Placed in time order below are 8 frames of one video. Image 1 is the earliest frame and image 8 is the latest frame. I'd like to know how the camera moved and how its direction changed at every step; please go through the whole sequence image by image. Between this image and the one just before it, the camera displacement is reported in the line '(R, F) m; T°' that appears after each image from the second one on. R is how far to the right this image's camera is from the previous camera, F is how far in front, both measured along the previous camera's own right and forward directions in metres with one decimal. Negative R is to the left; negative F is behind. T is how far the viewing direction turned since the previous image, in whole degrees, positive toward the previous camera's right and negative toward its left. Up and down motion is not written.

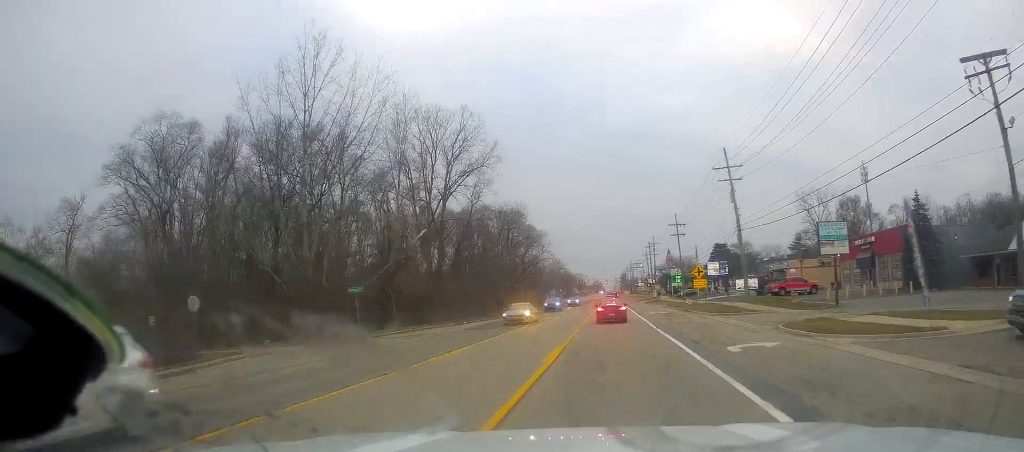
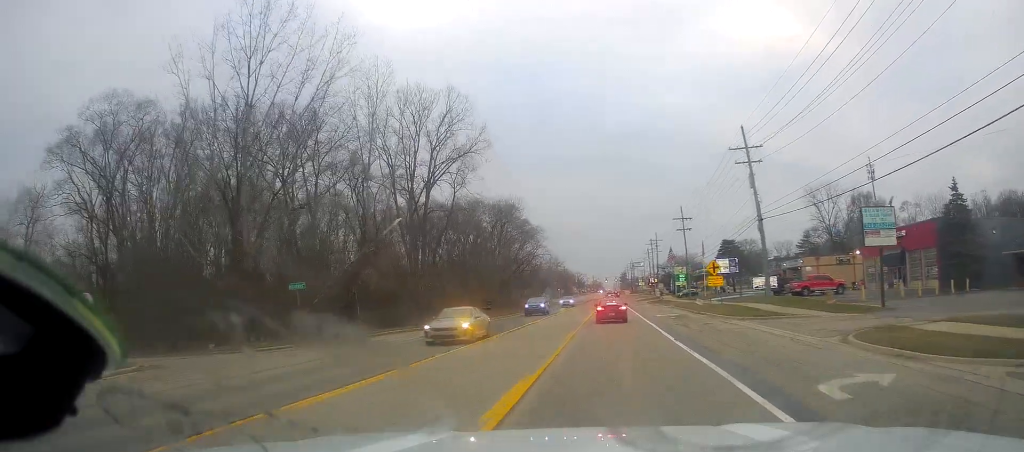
(0.0, +7.6) m; -1°
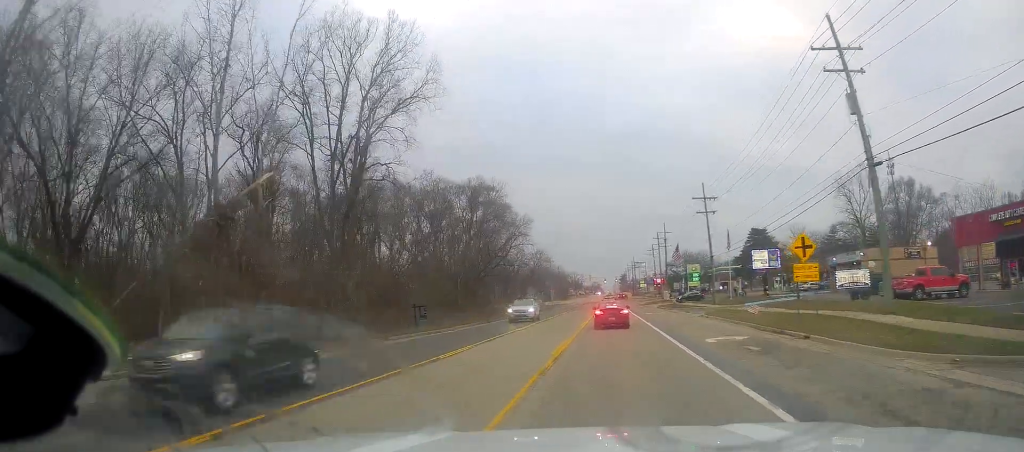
(-0.5, +21.3) m; -3°
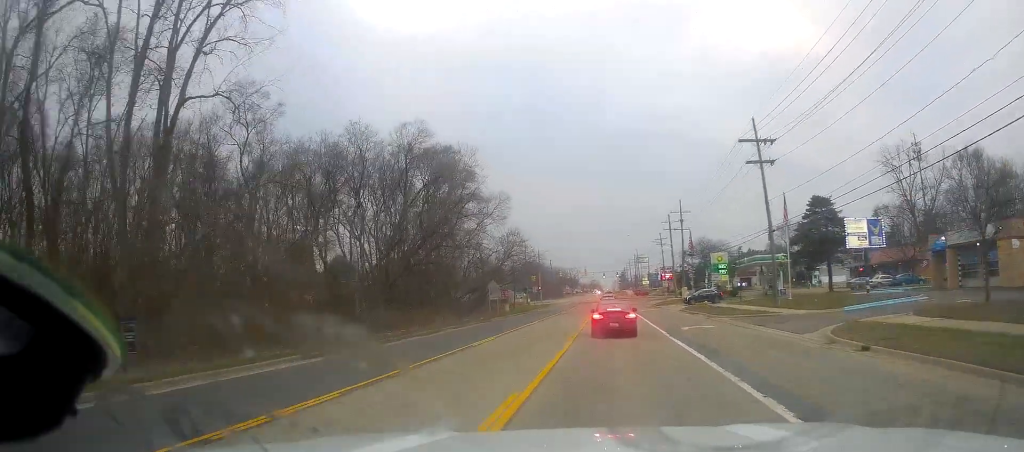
(+0.2, +25.8) m; +1°
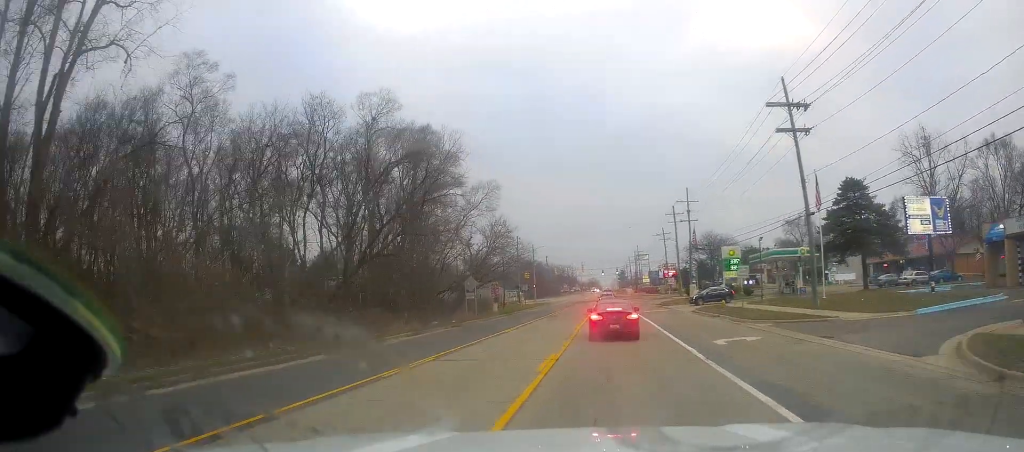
(+0.2, +9.0) m; -1°
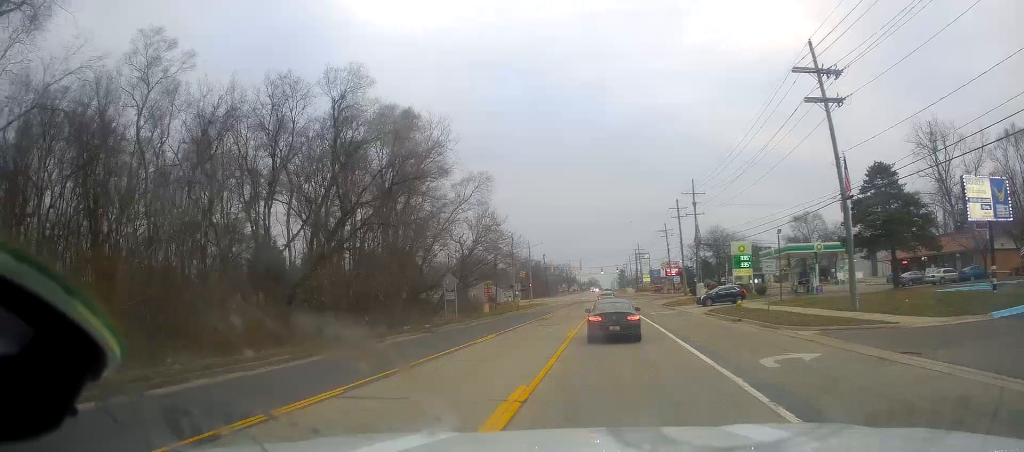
(-0.3, +5.6) m; -2°
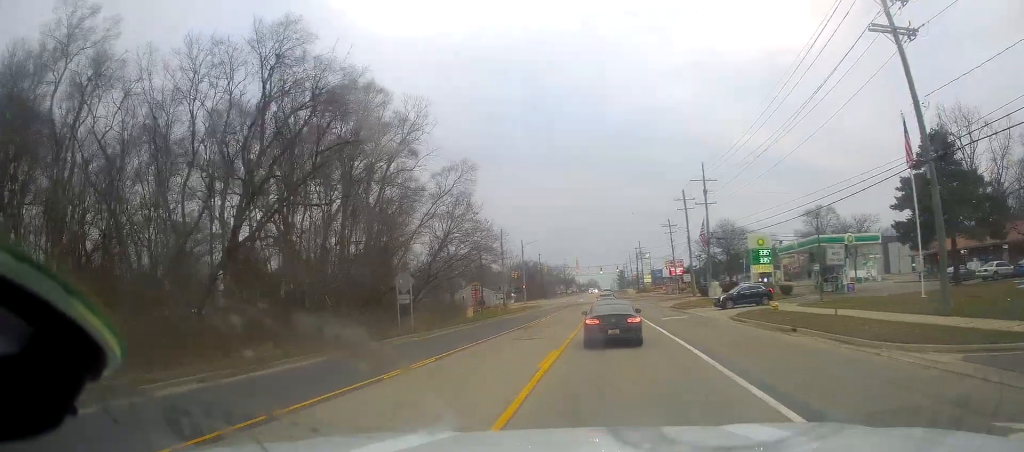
(-0.2, +9.0) m; -2°
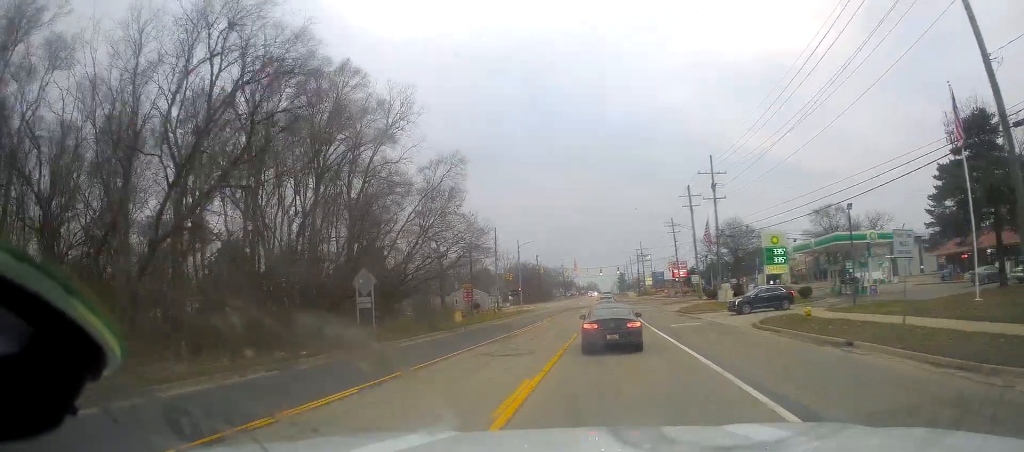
(0.0, +5.1) m; 0°
